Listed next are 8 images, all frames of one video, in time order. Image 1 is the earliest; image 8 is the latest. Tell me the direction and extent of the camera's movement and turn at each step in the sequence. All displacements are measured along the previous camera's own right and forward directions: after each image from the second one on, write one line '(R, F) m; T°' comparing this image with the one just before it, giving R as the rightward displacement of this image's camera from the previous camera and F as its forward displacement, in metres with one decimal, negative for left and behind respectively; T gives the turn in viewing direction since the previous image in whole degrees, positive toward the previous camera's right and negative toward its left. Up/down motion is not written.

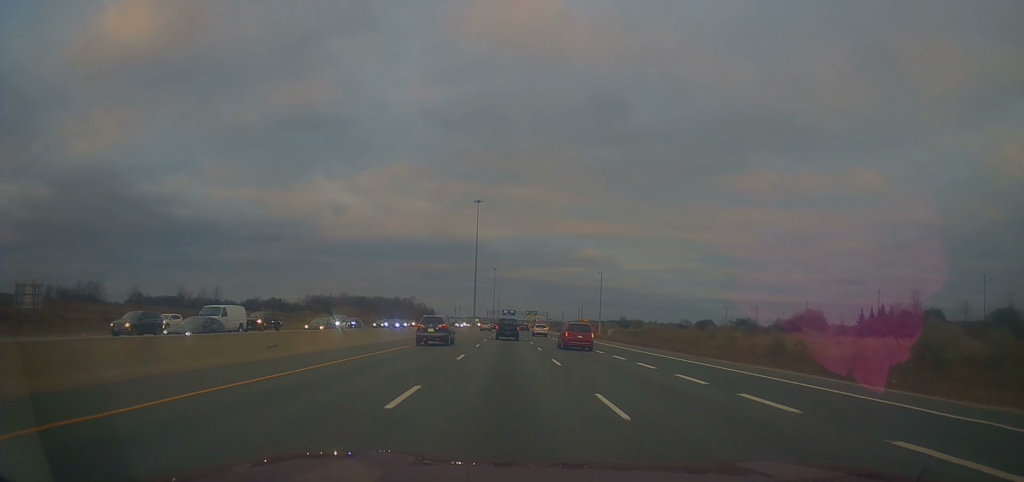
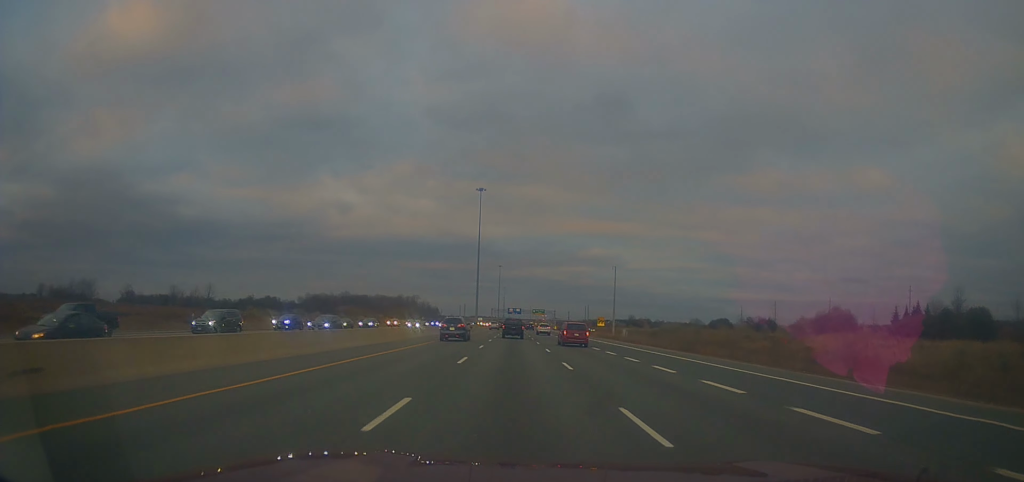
(0.0, +14.0) m; -1°
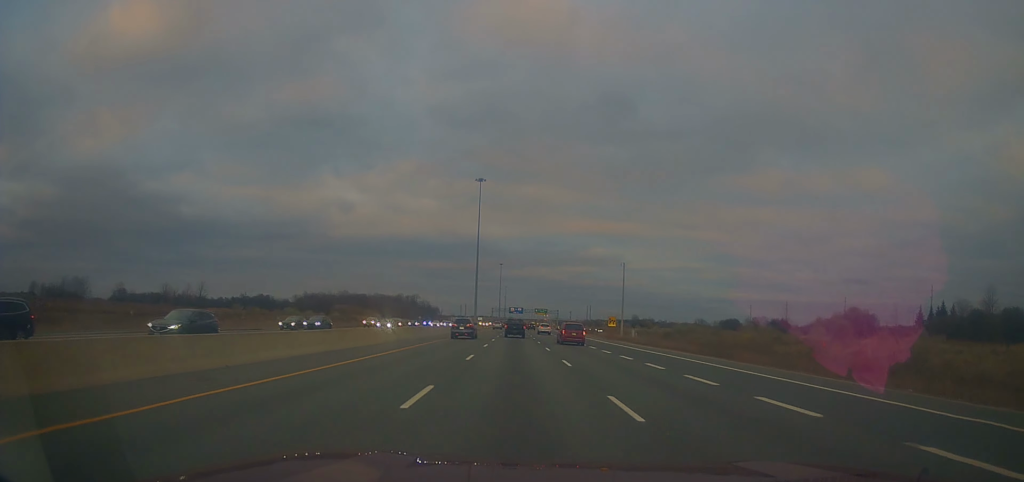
(-0.2, +10.0) m; -1°
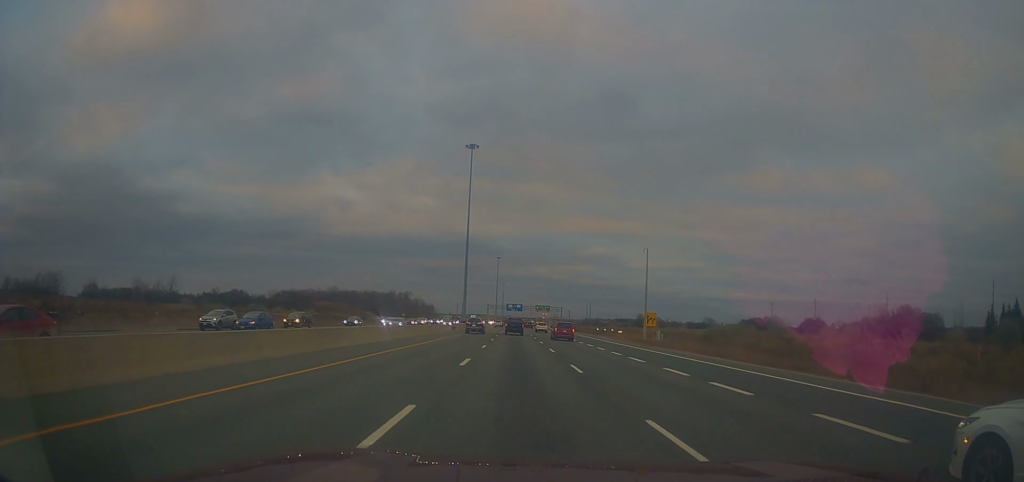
(-0.2, +26.7) m; +1°
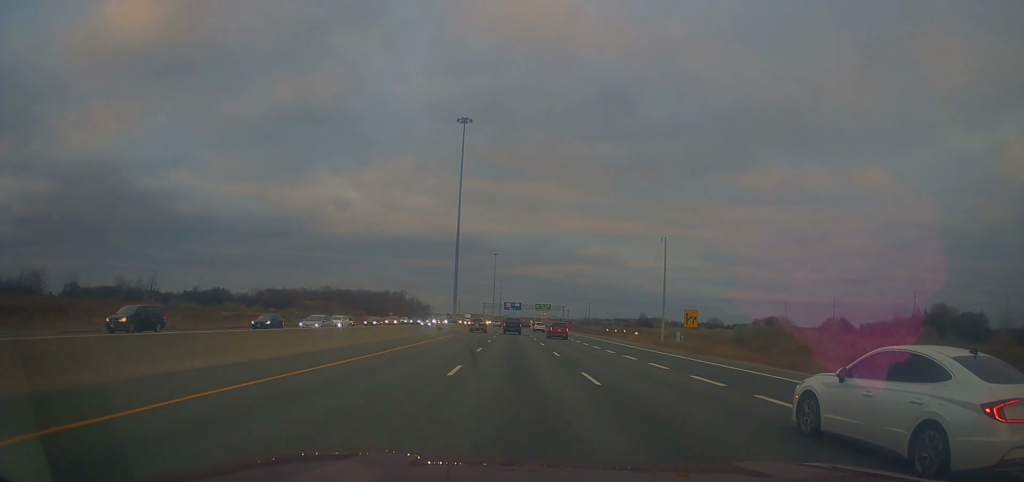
(+0.2, +15.5) m; +2°
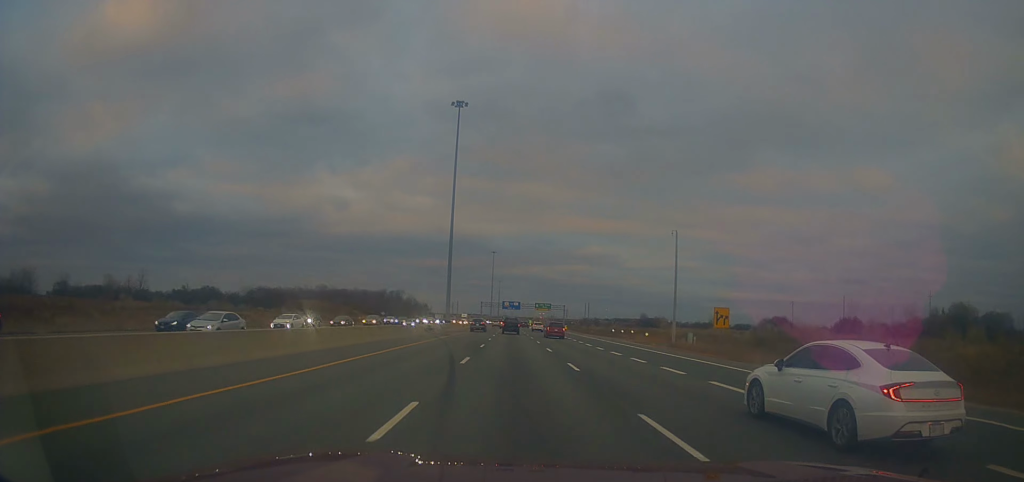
(+0.2, +8.0) m; 0°
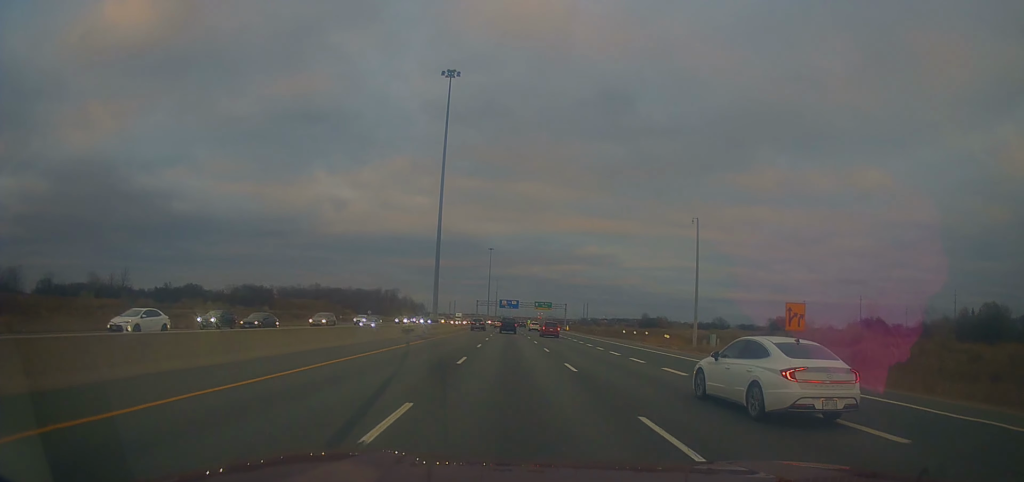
(+0.1, +12.2) m; 0°
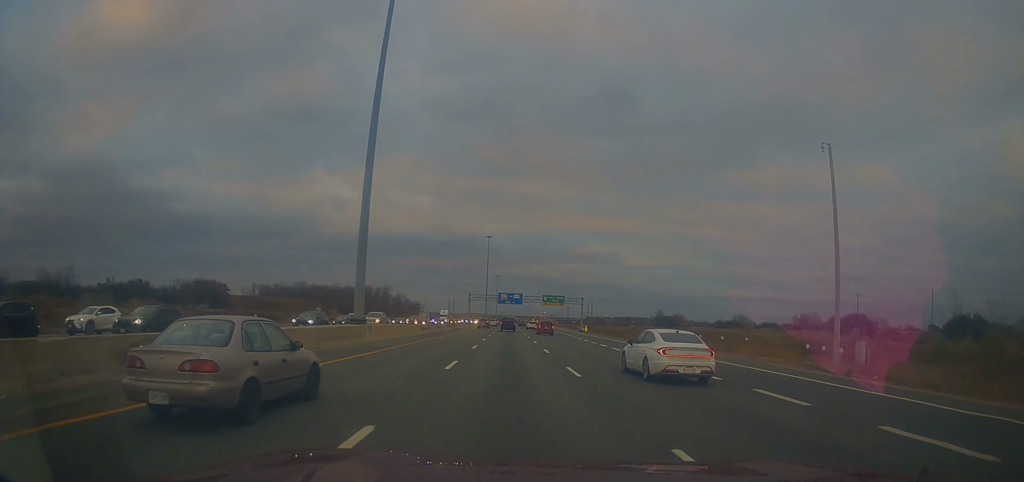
(-1.4, +38.2) m; -3°
